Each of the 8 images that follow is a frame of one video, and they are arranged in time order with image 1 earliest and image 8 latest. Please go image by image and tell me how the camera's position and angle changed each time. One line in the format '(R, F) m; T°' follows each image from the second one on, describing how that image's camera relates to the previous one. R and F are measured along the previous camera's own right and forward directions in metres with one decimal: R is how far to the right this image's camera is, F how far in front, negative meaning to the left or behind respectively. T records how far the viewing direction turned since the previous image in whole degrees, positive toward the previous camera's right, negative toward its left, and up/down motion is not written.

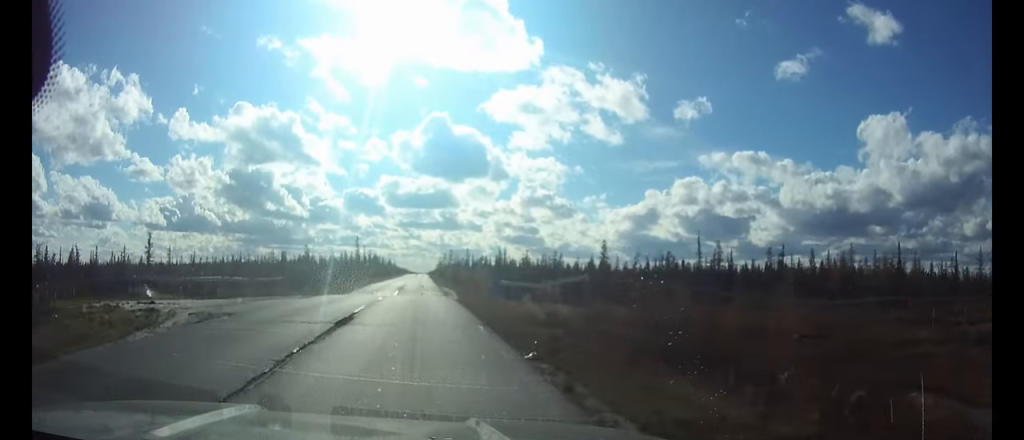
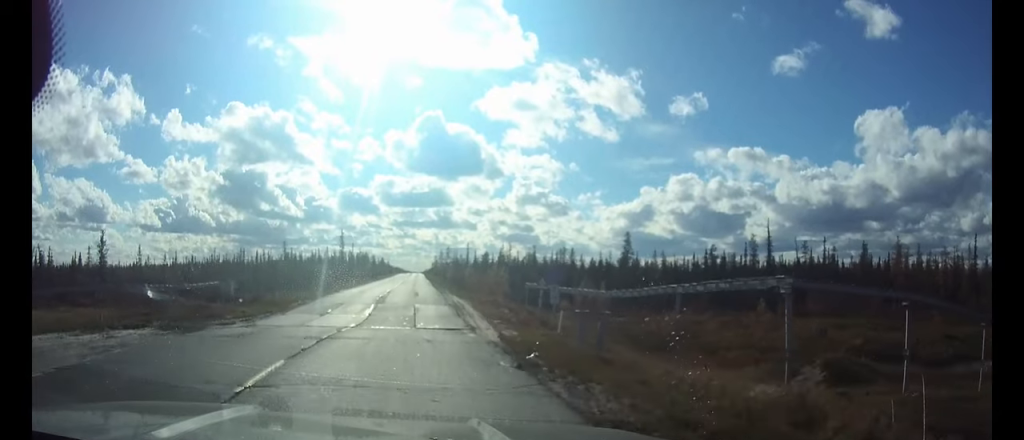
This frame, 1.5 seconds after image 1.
(-0.1, +17.3) m; -1°
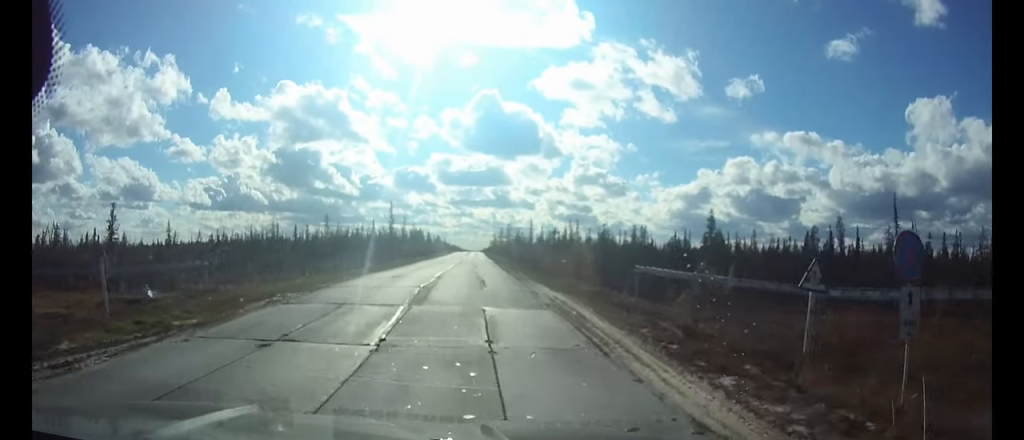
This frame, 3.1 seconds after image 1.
(-0.2, +14.3) m; 0°
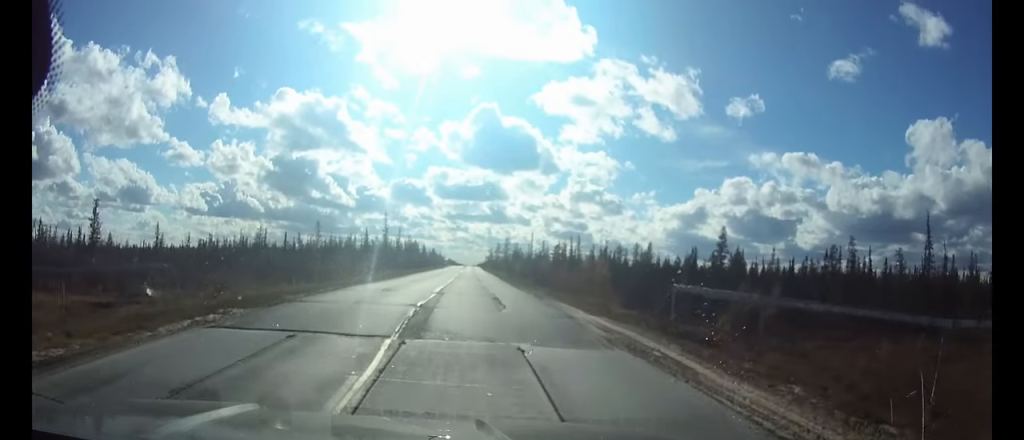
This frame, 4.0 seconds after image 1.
(0.0, +7.5) m; +2°
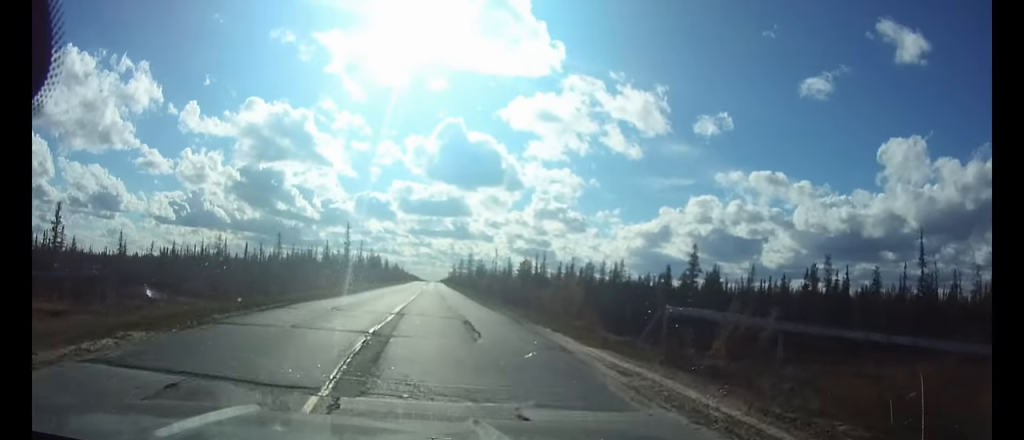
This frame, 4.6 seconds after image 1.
(+0.1, +4.4) m; +1°
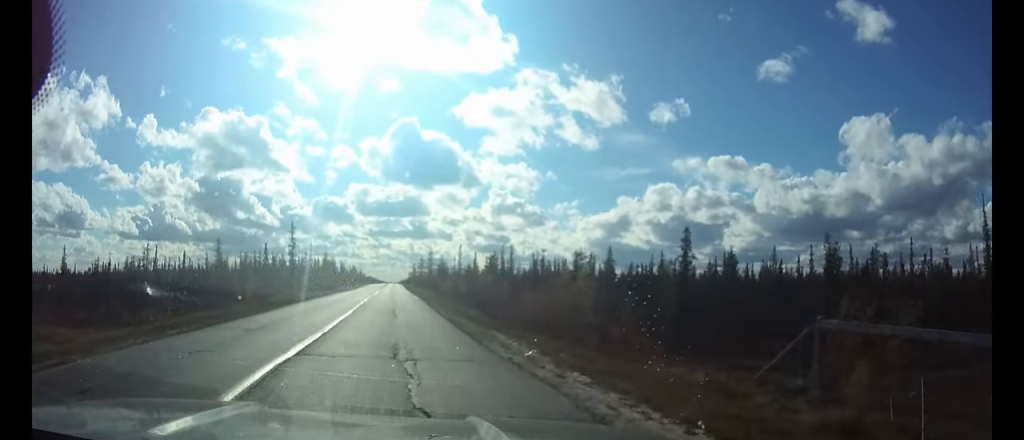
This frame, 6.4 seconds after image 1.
(+0.2, +15.5) m; 0°
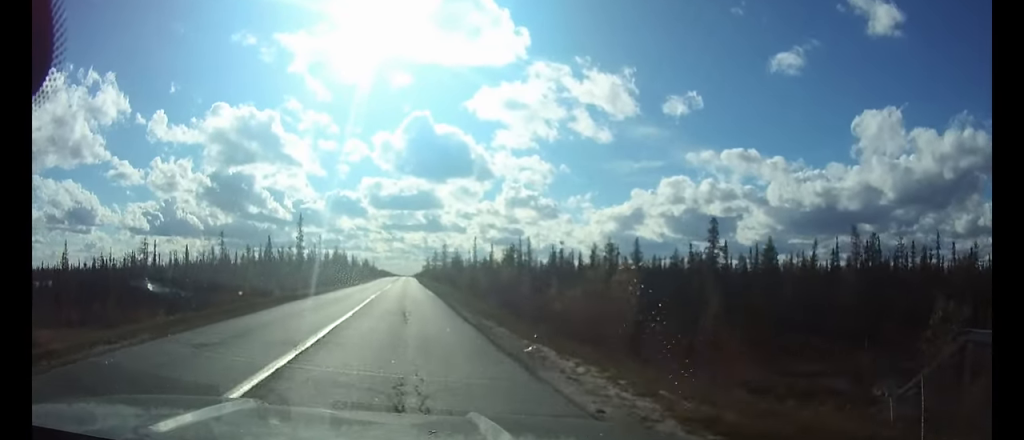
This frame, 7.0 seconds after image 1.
(0.0, +5.1) m; -1°
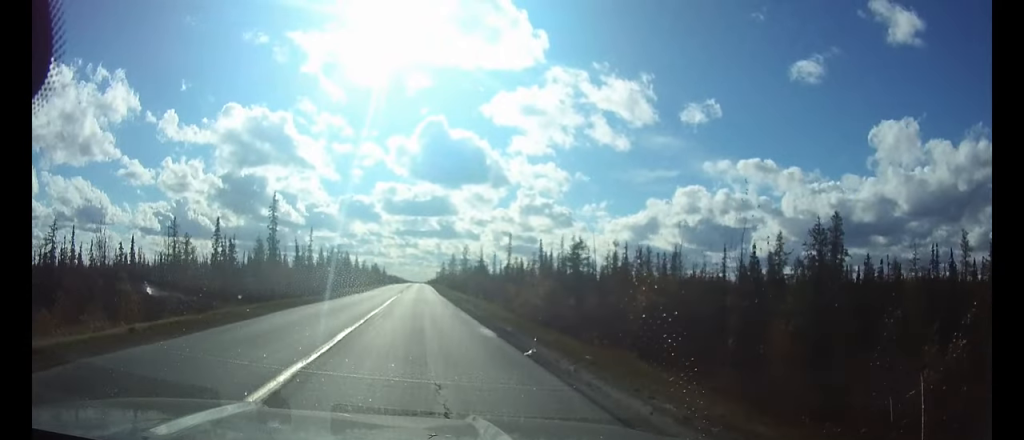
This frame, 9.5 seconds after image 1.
(-0.1, +29.5) m; 0°
